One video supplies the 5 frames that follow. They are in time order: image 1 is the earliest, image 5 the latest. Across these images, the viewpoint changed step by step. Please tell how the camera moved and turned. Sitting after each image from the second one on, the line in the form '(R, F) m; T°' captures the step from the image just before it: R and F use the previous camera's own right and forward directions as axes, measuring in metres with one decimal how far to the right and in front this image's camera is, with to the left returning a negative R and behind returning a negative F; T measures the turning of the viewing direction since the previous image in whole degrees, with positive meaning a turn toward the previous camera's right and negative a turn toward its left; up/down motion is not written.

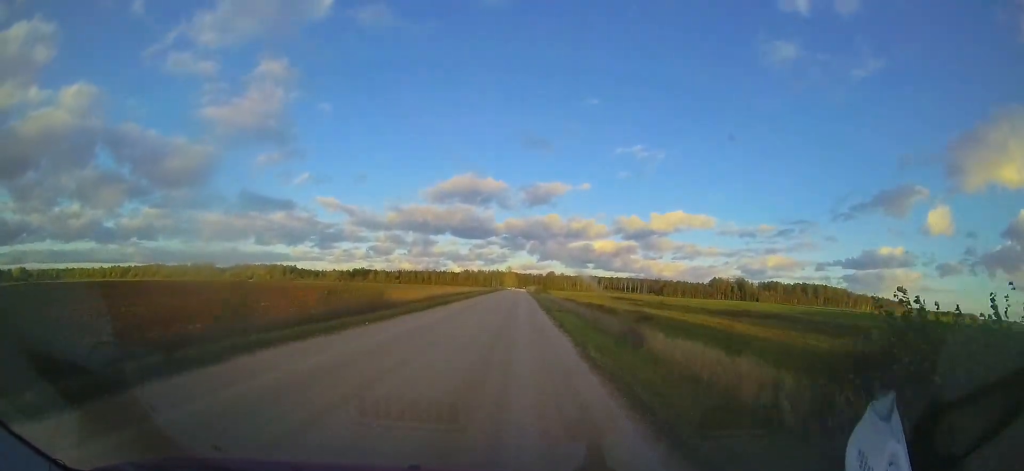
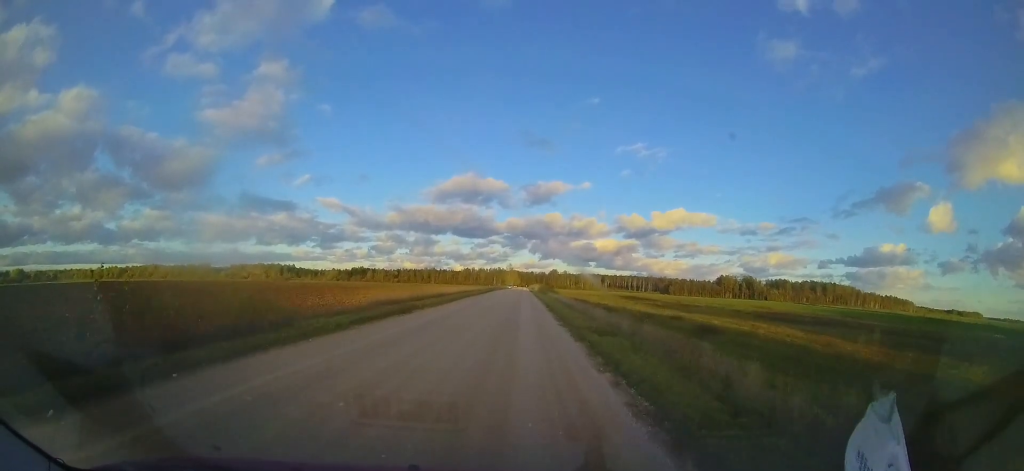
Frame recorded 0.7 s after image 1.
(0.0, +11.2) m; -1°
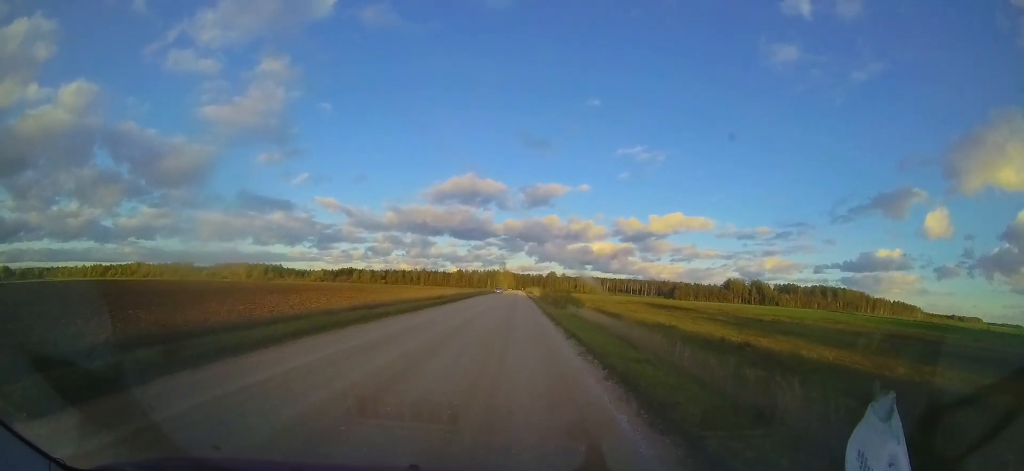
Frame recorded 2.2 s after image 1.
(-0.6, +24.8) m; 0°
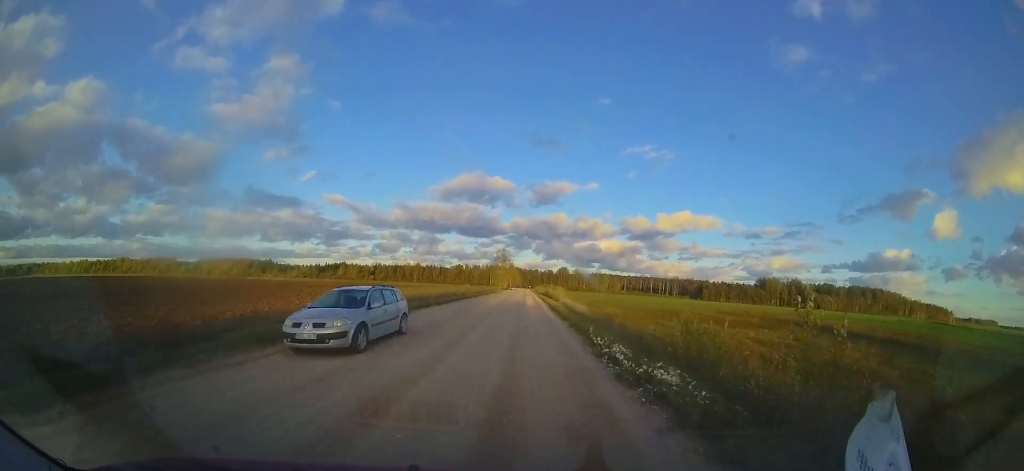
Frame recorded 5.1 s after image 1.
(-0.3, +47.1) m; 0°
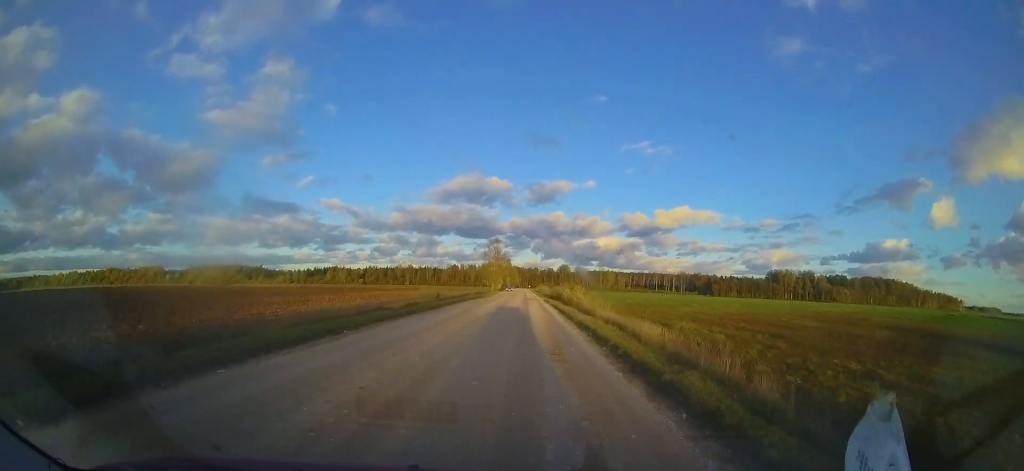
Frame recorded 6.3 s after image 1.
(+0.7, +19.1) m; +1°
